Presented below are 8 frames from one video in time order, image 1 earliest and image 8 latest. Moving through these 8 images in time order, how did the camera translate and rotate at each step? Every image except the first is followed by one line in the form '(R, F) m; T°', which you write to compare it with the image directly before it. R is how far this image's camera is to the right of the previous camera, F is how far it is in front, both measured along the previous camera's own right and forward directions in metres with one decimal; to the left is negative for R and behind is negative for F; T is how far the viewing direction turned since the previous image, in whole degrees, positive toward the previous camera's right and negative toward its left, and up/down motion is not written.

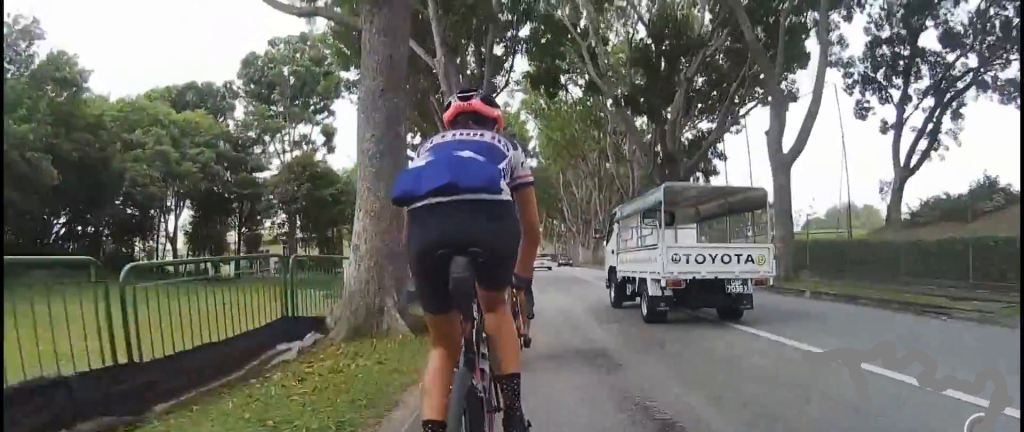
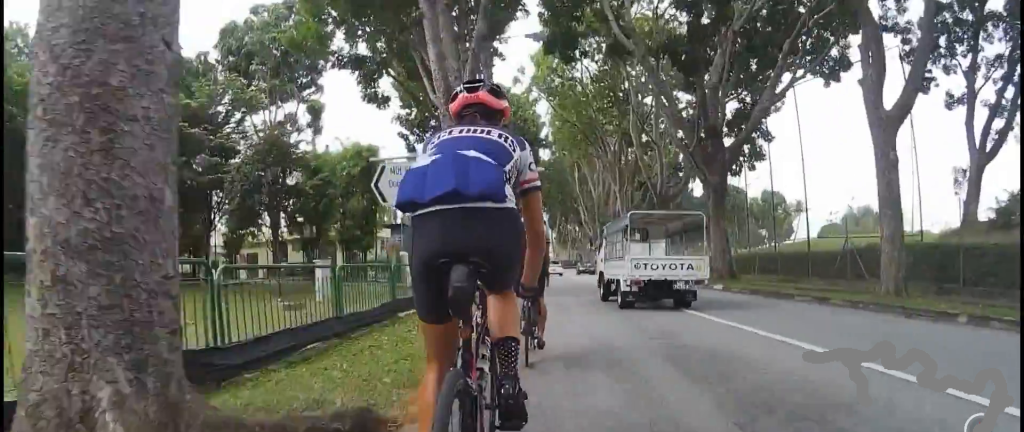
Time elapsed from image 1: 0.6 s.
(-0.7, +5.3) m; -3°
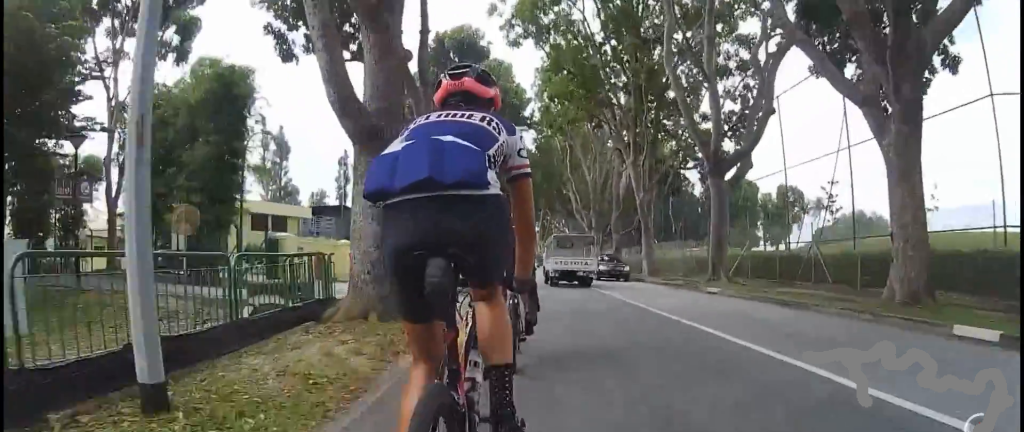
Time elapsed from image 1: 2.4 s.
(+2.9, +14.5) m; +7°
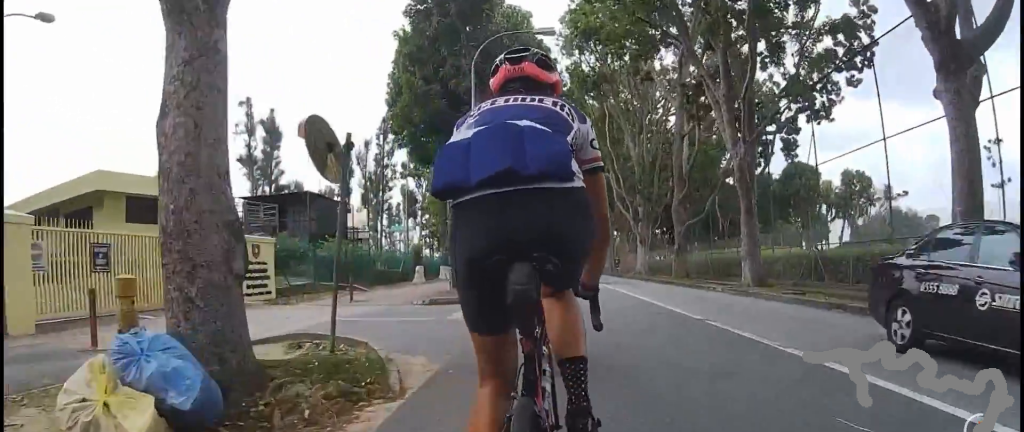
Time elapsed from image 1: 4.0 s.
(-0.8, +13.7) m; 0°
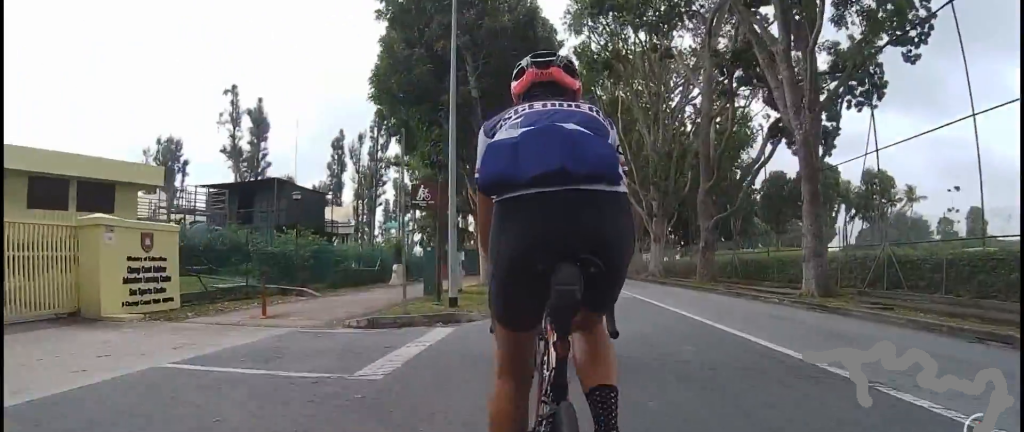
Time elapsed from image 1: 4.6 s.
(+0.9, +5.4) m; -1°
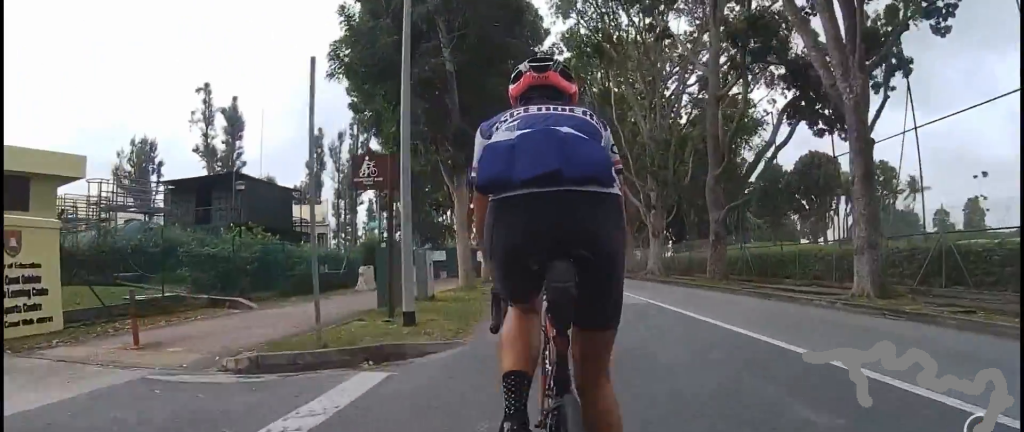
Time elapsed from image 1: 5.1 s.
(-0.8, +3.7) m; -4°
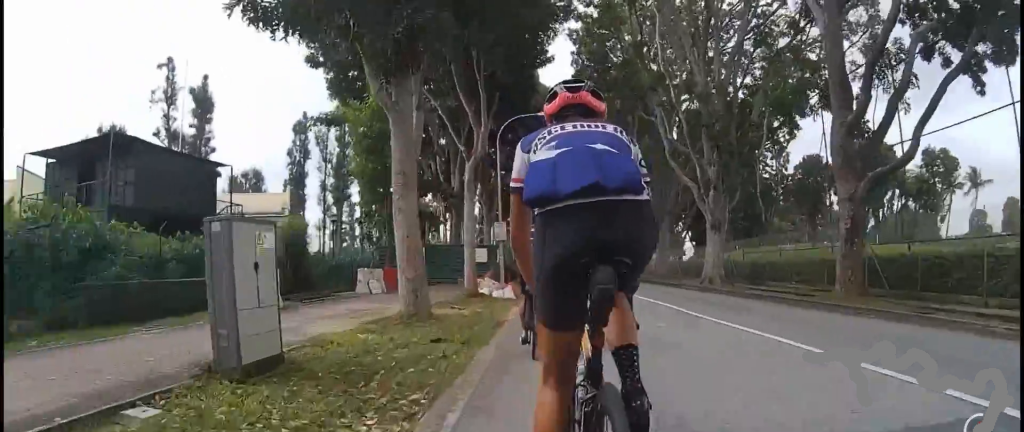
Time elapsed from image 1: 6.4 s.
(-0.7, +10.8) m; -2°
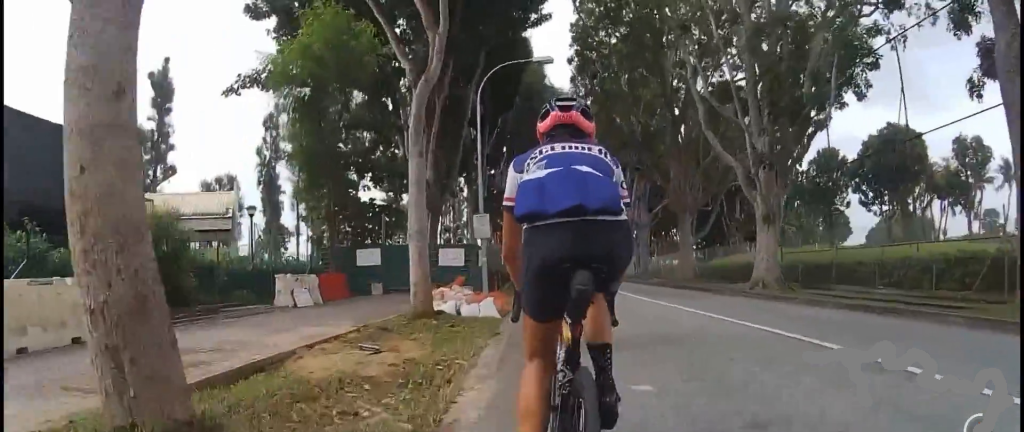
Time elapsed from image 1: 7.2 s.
(+0.1, +7.0) m; -2°
